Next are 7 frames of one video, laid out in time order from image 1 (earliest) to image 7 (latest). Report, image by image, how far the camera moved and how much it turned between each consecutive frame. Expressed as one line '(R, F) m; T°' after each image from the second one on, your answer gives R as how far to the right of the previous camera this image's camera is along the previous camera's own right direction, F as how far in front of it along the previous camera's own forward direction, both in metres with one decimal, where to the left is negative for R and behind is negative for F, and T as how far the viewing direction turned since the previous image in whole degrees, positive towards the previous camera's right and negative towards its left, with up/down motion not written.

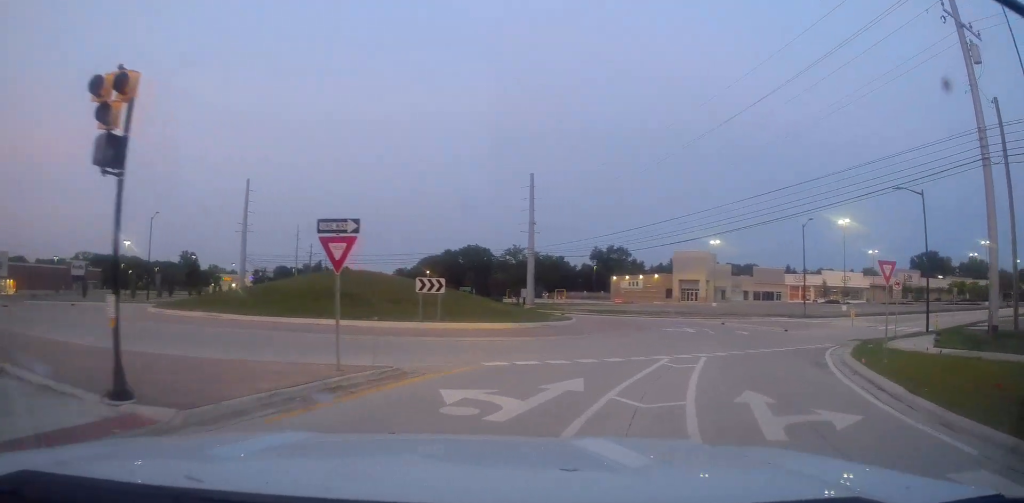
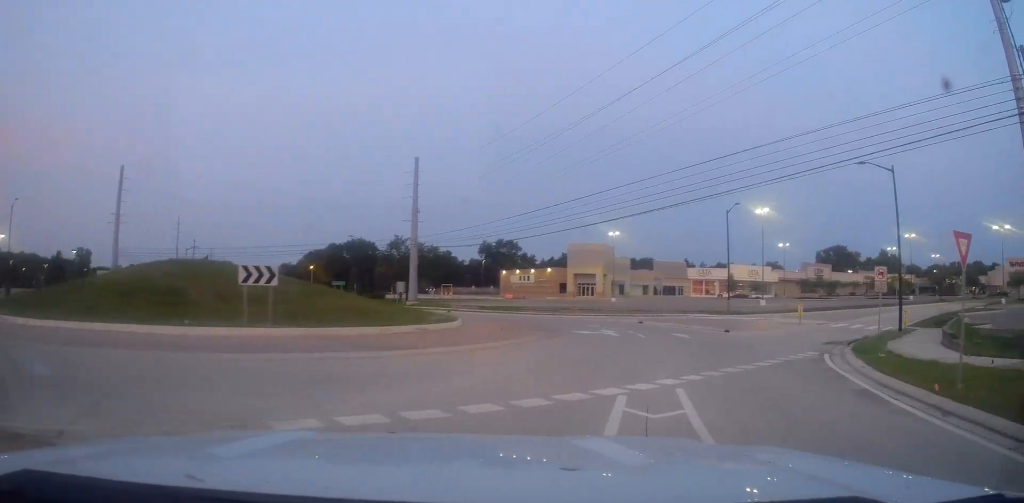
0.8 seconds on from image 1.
(-0.2, +8.5) m; +7°
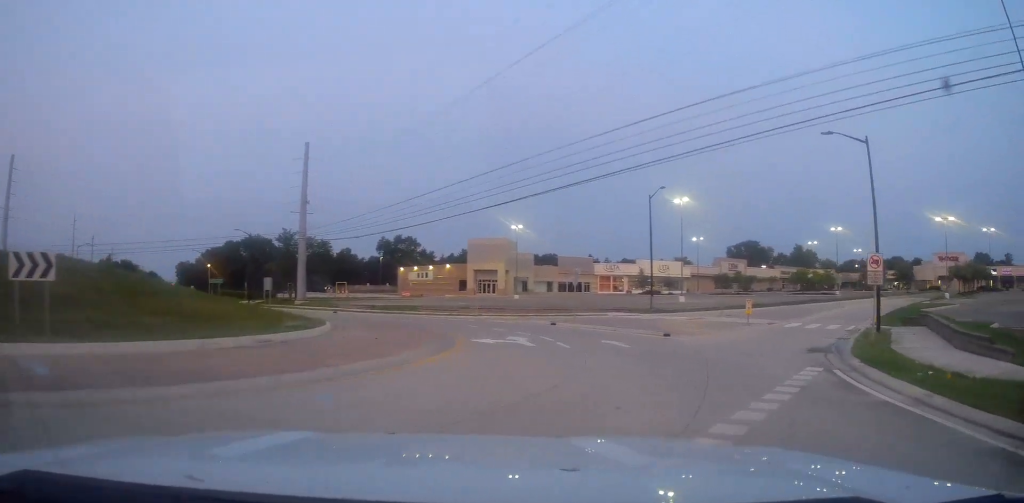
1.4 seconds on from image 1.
(+0.9, +6.4) m; +10°
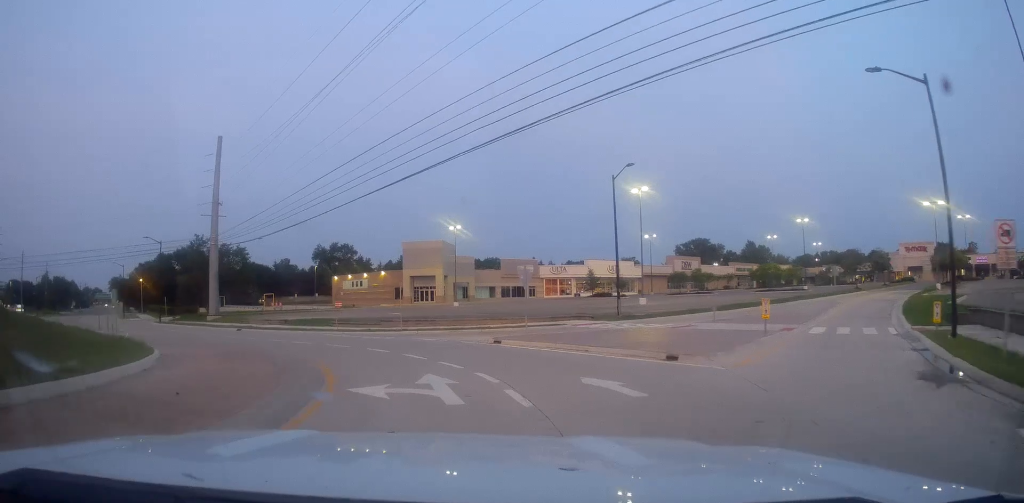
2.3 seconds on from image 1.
(+0.7, +8.6) m; +10°
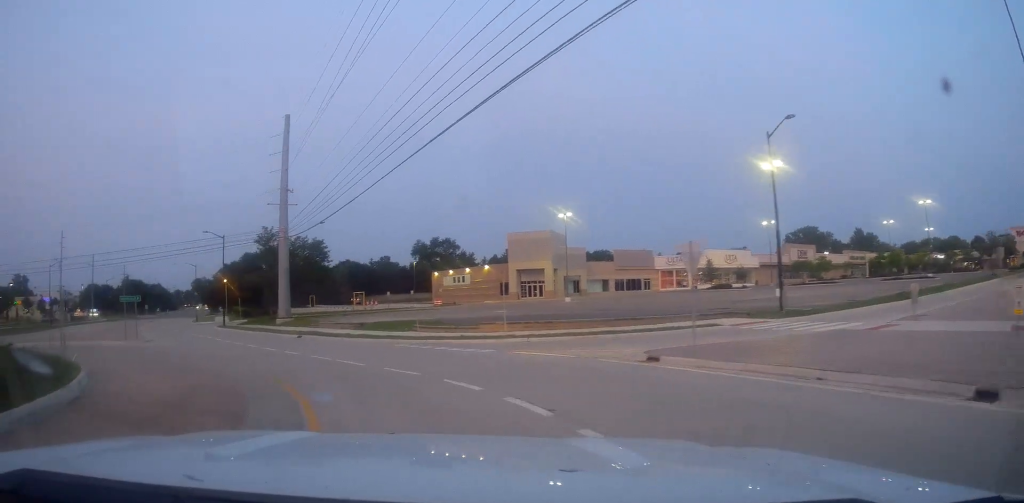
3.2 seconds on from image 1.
(+0.8, +8.5) m; +9°
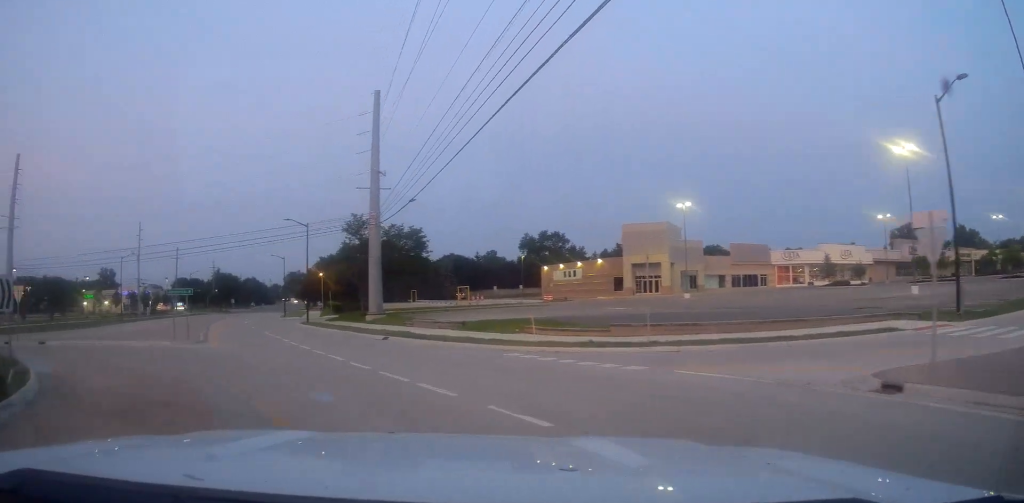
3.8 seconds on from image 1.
(+0.3, +6.0) m; +1°
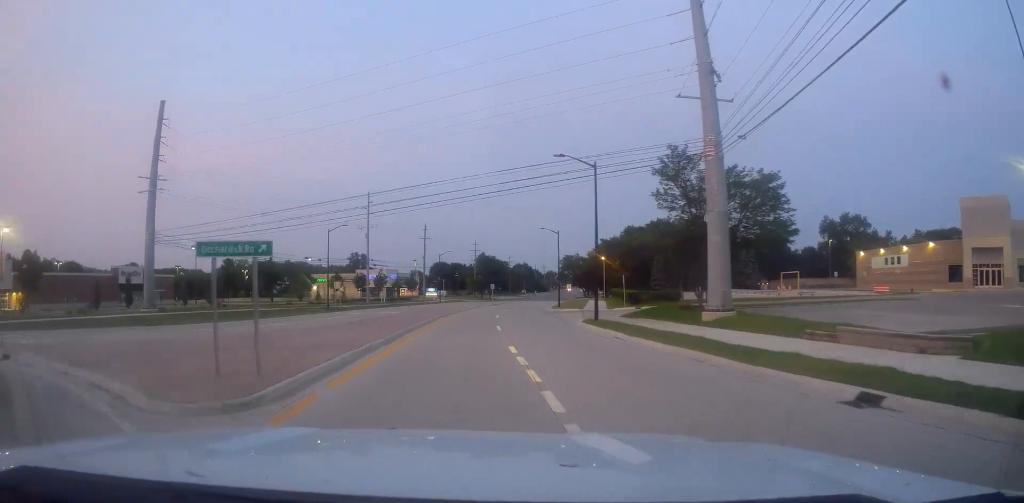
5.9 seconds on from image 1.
(-3.1, +18.8) m; -24°
